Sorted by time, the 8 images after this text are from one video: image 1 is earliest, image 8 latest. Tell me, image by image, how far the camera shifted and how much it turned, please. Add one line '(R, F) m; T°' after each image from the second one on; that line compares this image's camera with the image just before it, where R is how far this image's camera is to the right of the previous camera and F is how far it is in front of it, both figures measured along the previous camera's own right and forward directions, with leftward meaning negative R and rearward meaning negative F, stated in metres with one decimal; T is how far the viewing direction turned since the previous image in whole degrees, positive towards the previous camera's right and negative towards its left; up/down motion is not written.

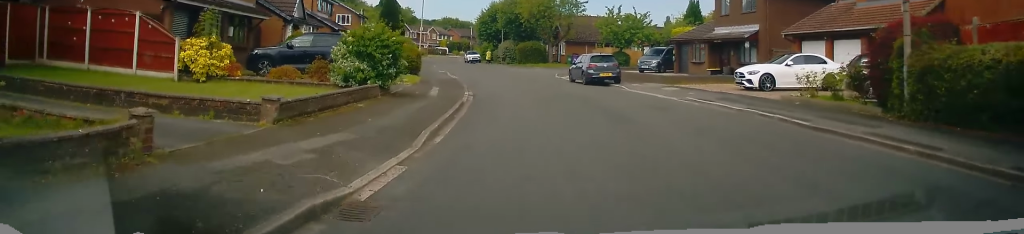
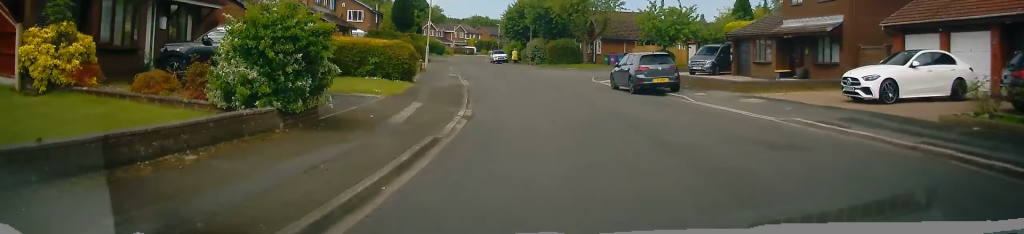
(-0.2, +6.7) m; -6°
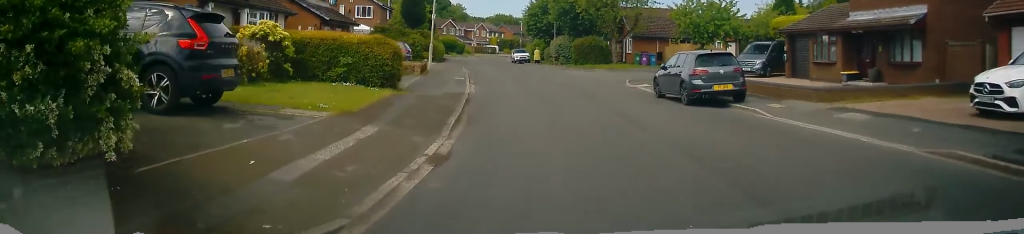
(-0.2, +5.0) m; -5°
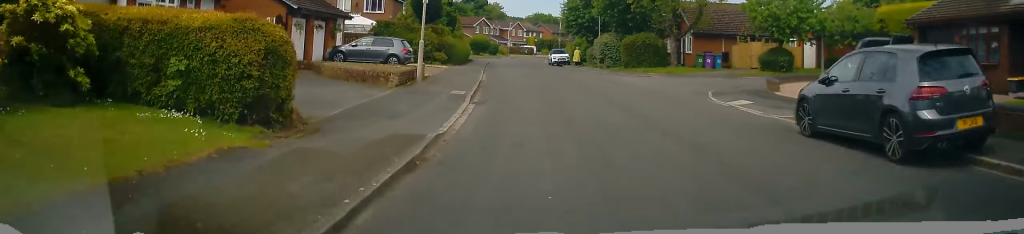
(-0.6, +9.1) m; -4°
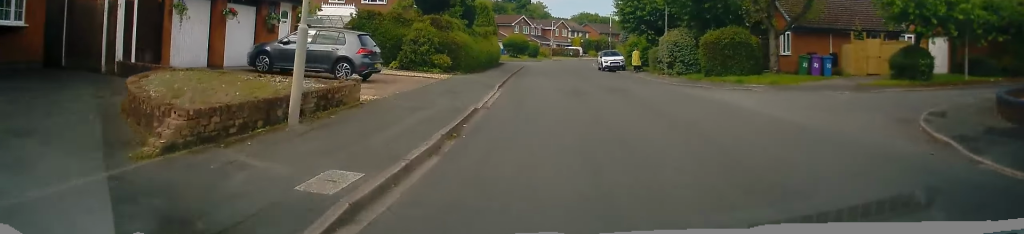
(0.0, +11.1) m; -3°
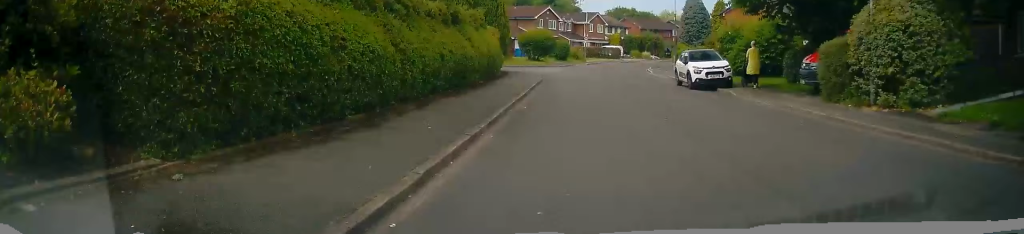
(-0.6, +20.7) m; -4°
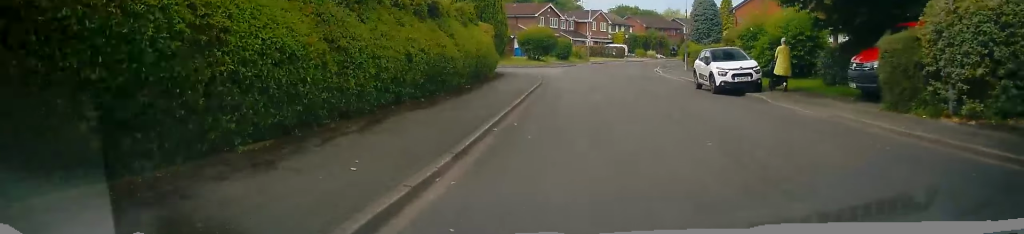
(-0.1, +3.3) m; -2°
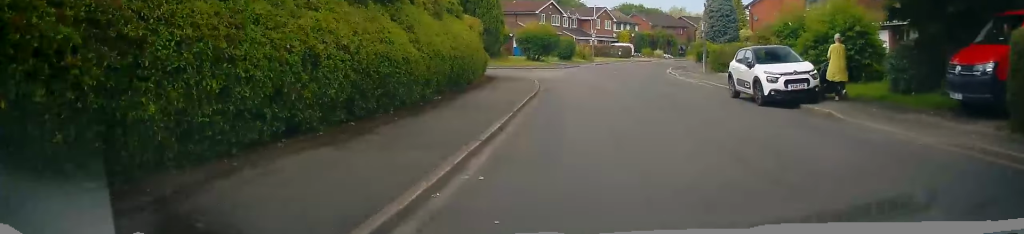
(-0.1, +4.4) m; +1°
